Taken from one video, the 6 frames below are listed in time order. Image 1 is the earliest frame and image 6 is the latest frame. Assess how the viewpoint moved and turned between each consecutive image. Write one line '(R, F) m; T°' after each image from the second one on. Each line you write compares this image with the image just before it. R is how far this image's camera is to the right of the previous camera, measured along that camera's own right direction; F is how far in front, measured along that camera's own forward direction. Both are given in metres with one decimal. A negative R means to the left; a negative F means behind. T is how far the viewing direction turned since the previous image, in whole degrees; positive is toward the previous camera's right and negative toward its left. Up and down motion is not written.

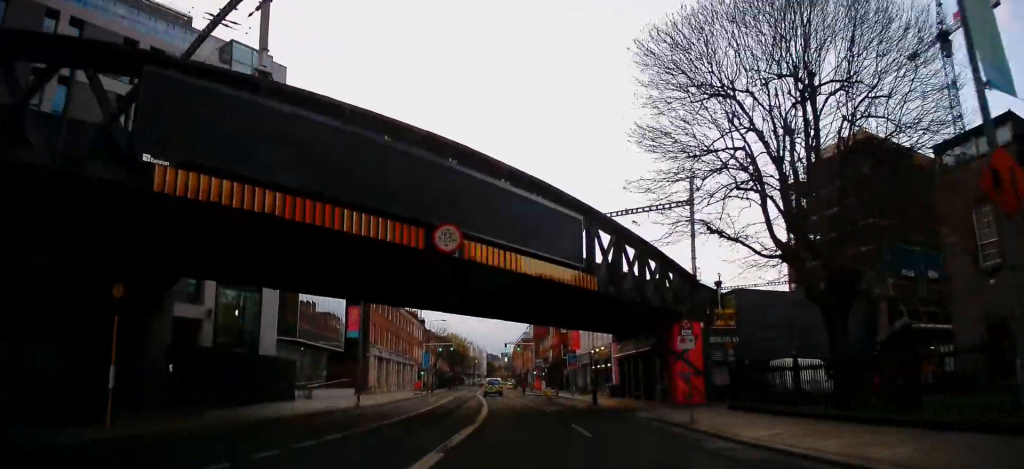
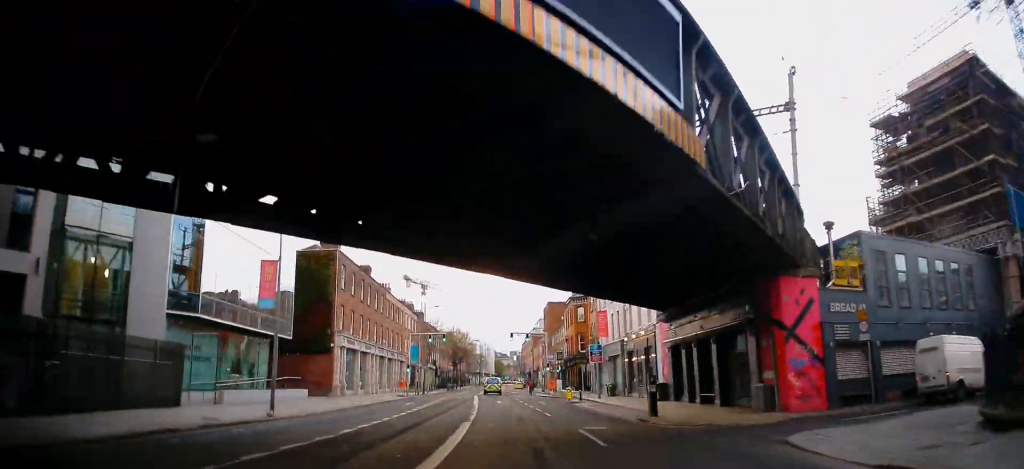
(-0.1, +14.0) m; -2°
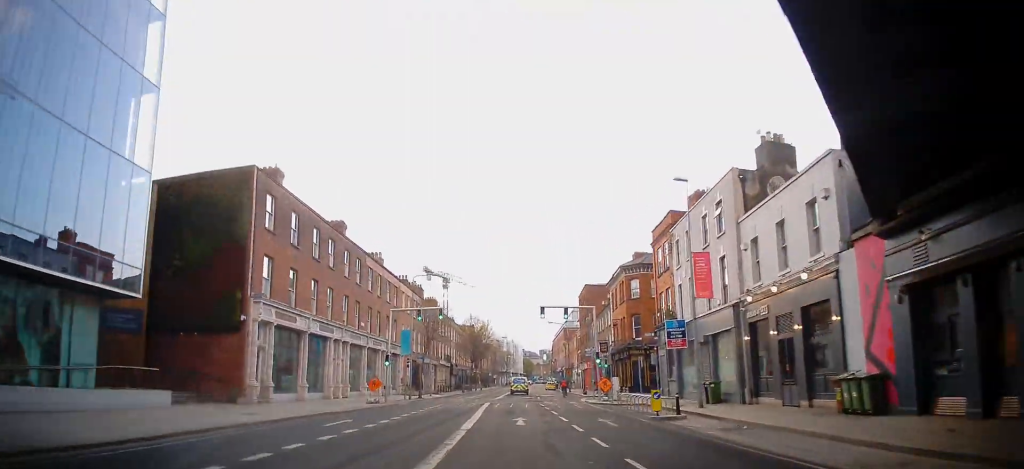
(-0.8, +20.3) m; -3°
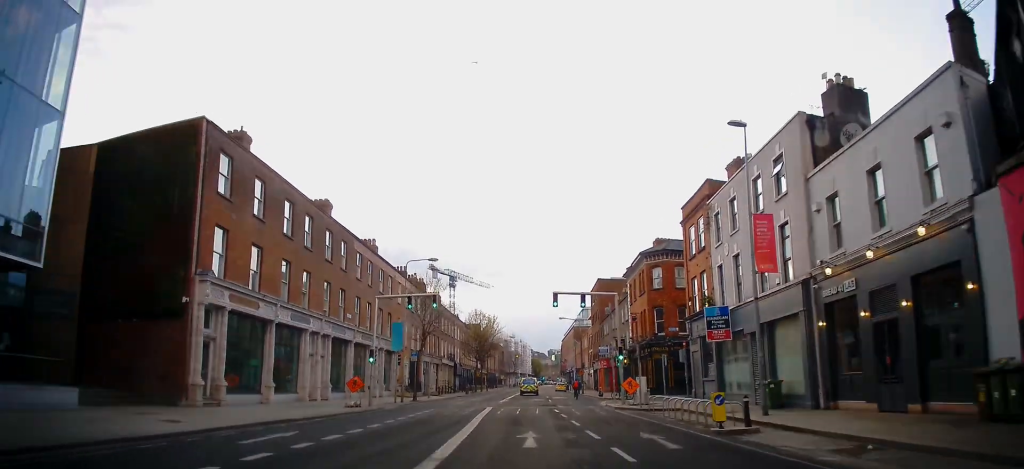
(0.0, +5.7) m; +1°
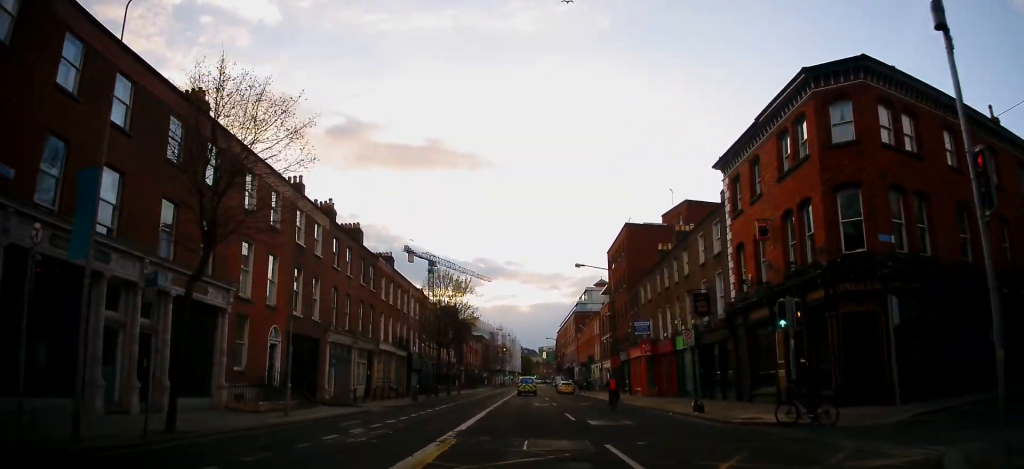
(+0.2, +31.9) m; -1°
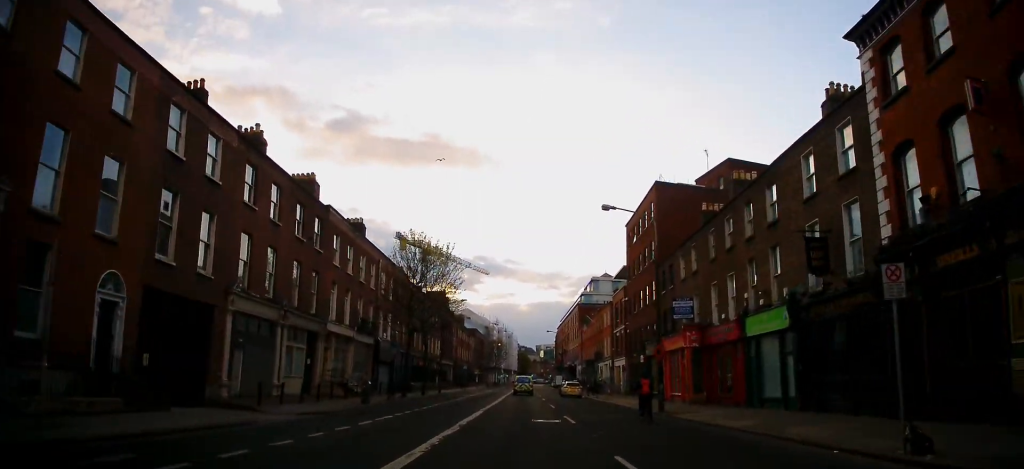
(+0.3, +13.9) m; +1°
